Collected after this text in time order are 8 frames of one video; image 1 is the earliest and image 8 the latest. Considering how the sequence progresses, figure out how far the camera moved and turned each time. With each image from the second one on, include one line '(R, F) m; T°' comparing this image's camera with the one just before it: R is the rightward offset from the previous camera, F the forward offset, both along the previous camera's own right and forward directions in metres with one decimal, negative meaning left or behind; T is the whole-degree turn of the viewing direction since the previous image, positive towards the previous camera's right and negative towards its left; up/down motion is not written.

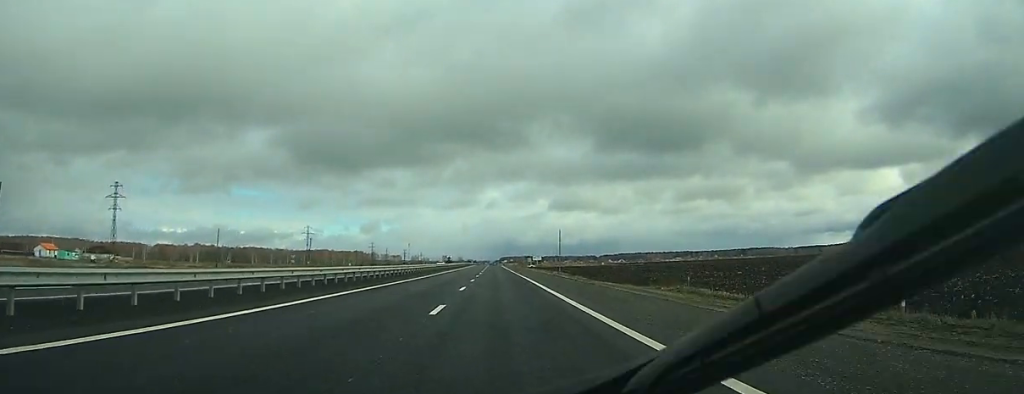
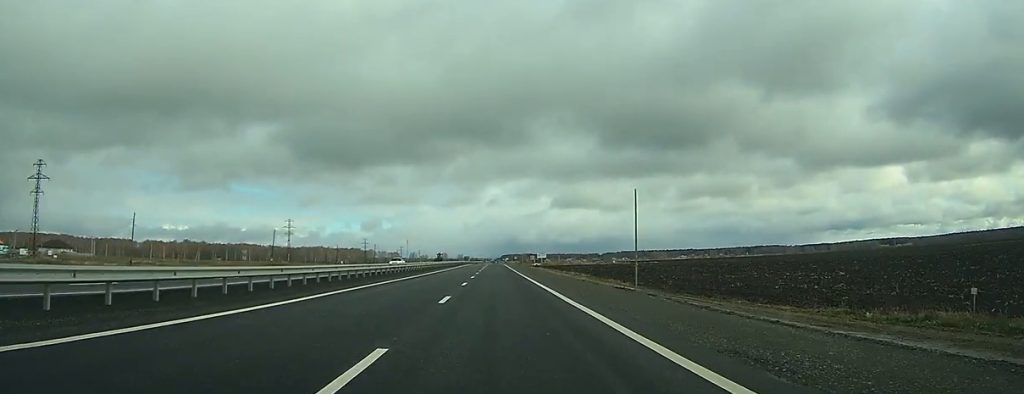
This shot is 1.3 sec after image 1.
(-0.1, +33.2) m; 0°
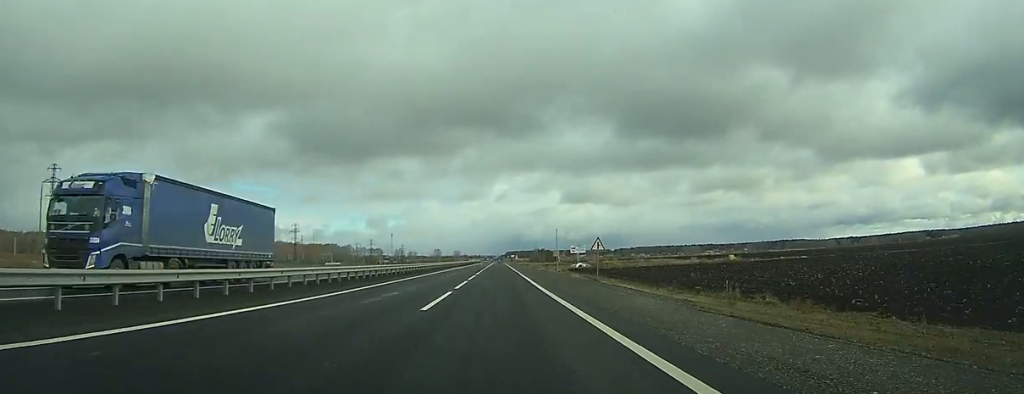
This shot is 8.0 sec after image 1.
(+1.7, +173.1) m; +1°
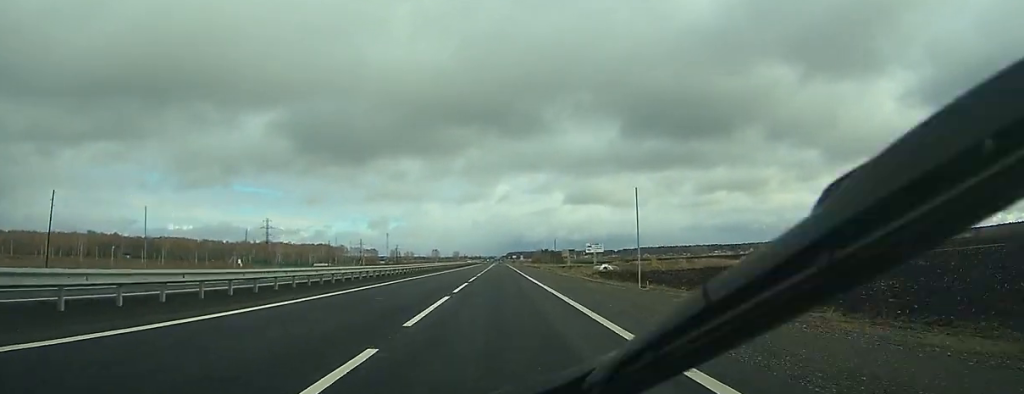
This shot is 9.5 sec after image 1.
(0.0, +41.6) m; 0°
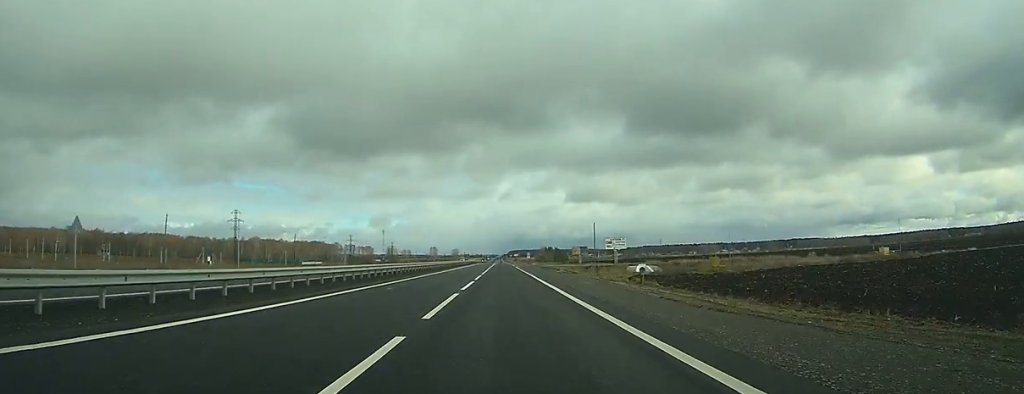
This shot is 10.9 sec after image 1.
(0.0, +35.7) m; 0°
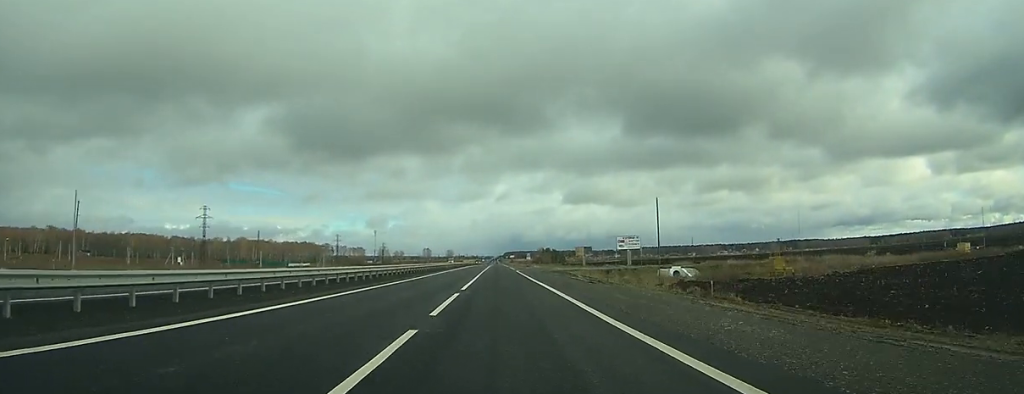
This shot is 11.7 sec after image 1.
(0.0, +22.6) m; 0°
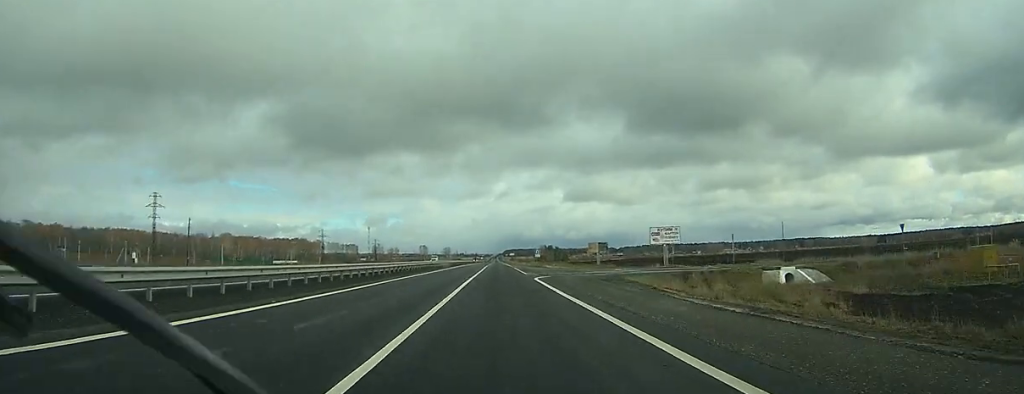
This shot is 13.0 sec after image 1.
(0.0, +32.5) m; 0°
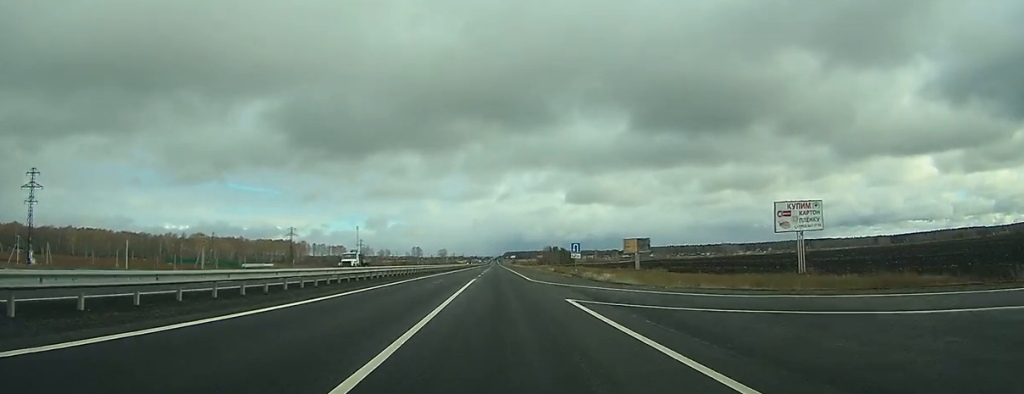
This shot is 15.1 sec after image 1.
(+0.2, +52.0) m; 0°
